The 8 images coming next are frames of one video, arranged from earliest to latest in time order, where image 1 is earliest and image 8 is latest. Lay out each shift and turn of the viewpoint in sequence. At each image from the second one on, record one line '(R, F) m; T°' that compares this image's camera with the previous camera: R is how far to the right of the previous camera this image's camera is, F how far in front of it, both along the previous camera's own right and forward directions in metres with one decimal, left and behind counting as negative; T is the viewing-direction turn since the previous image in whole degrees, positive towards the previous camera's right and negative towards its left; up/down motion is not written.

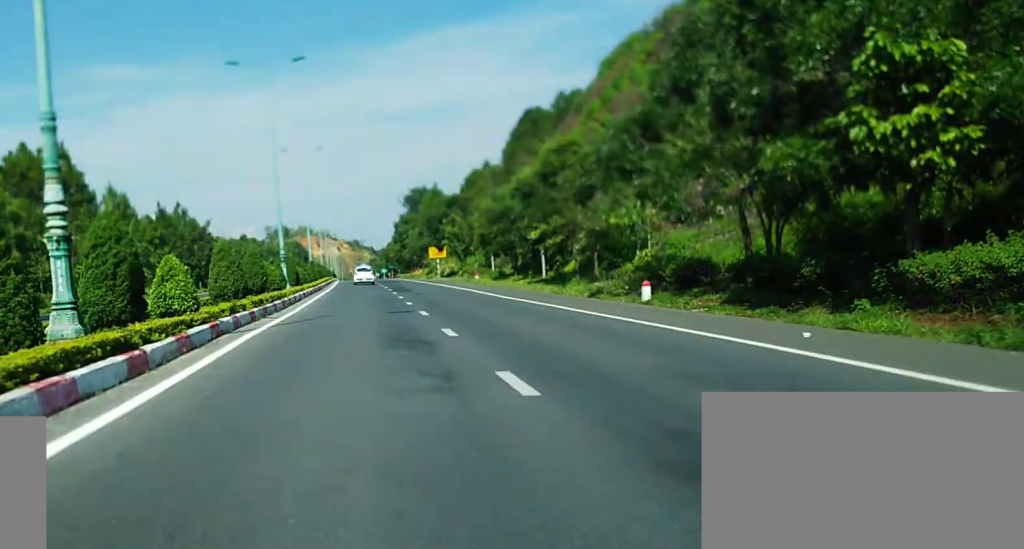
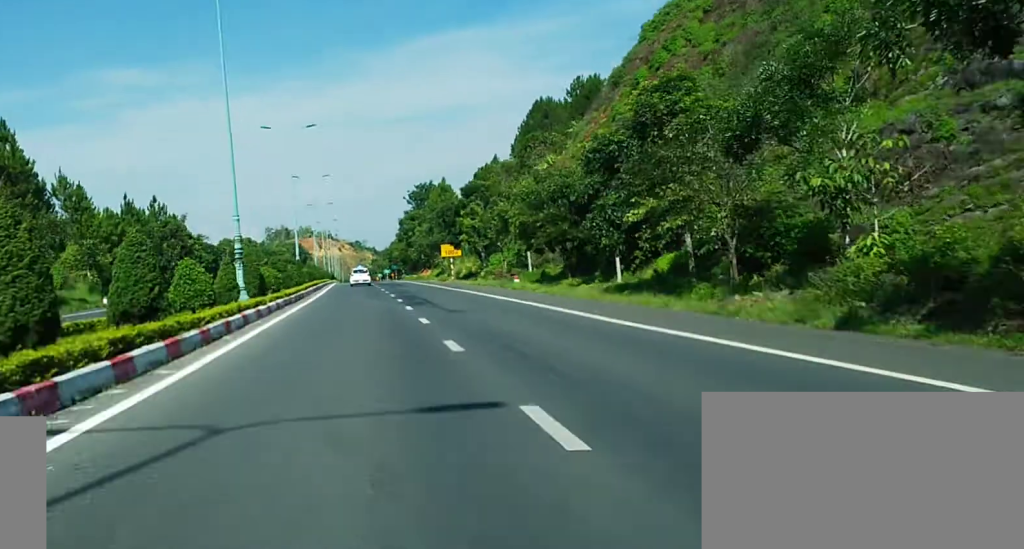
(0.0, +18.5) m; 0°
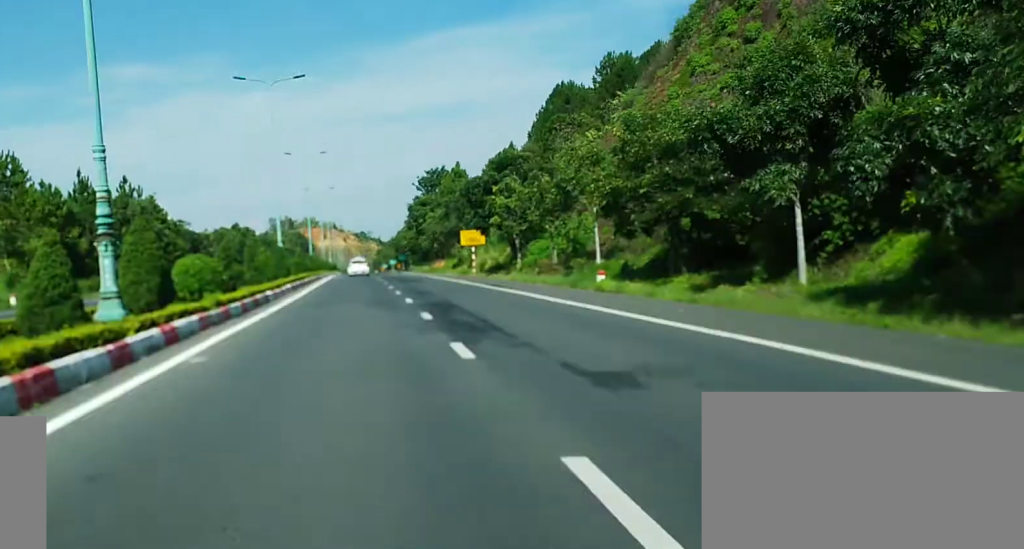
(+0.1, +18.4) m; -1°
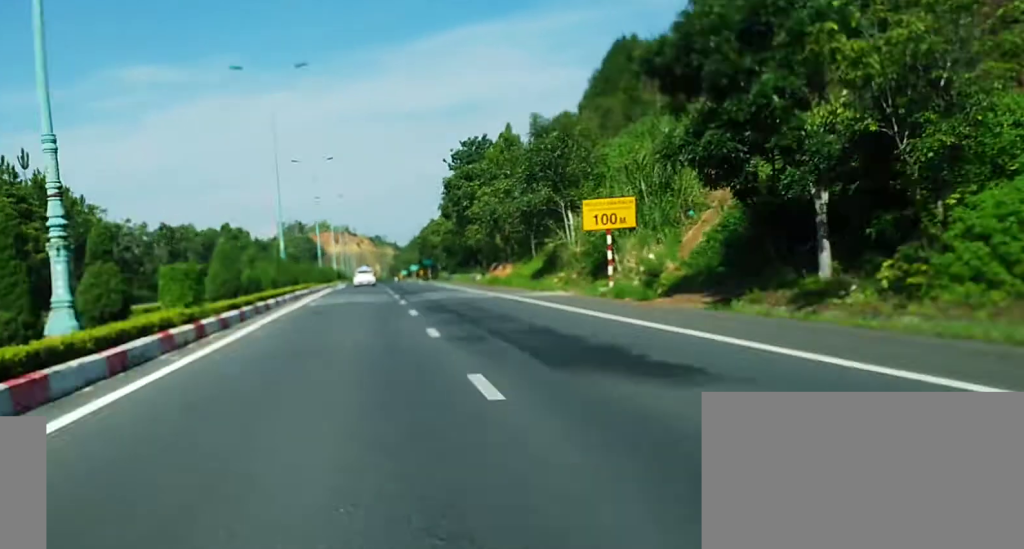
(-1.1, +43.0) m; -2°
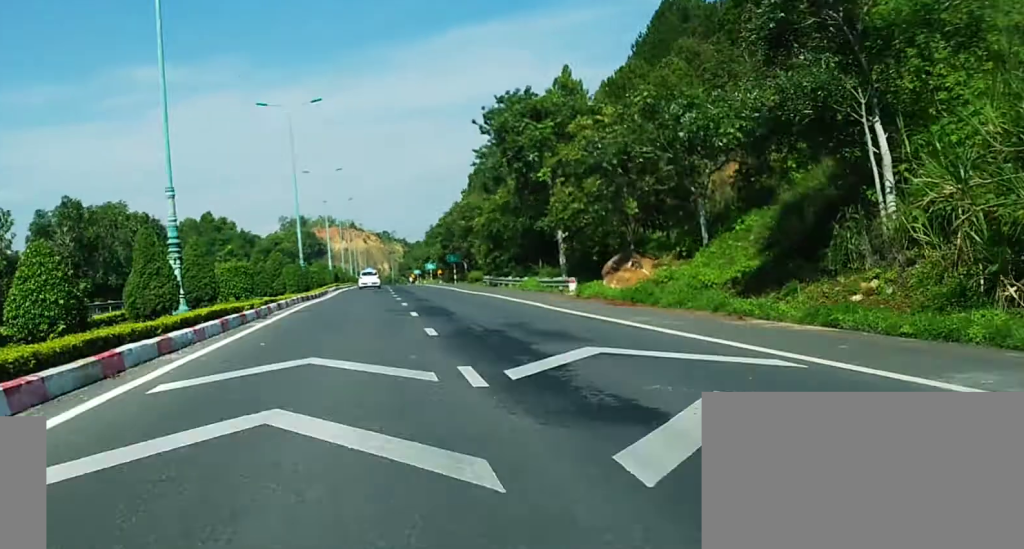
(-0.1, +31.0) m; 0°
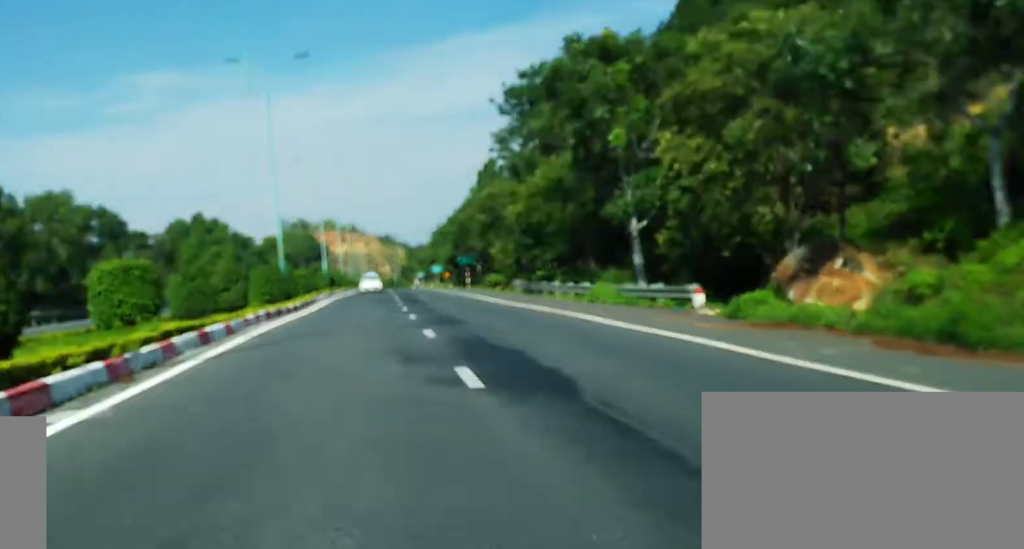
(0.0, +15.6) m; 0°
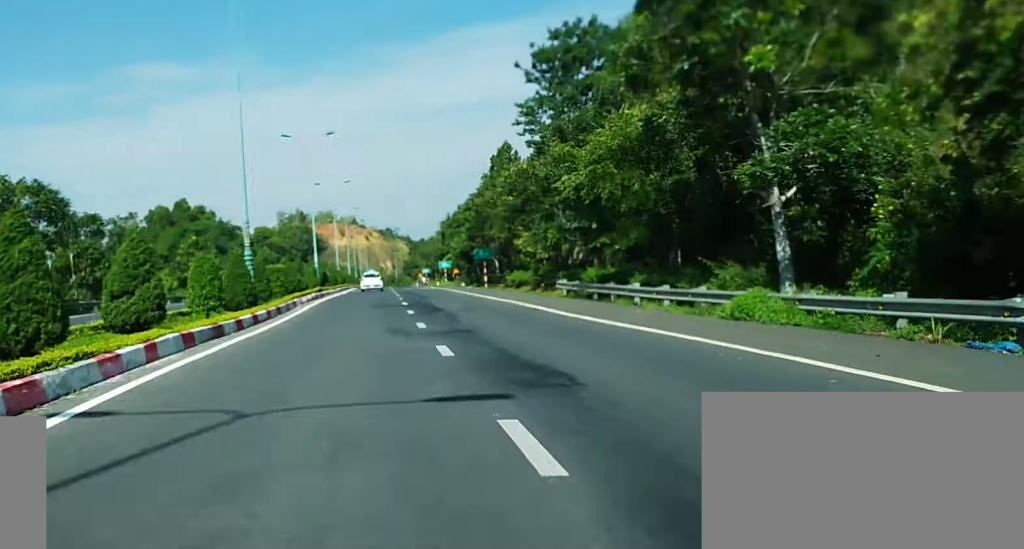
(0.0, +12.4) m; 0°
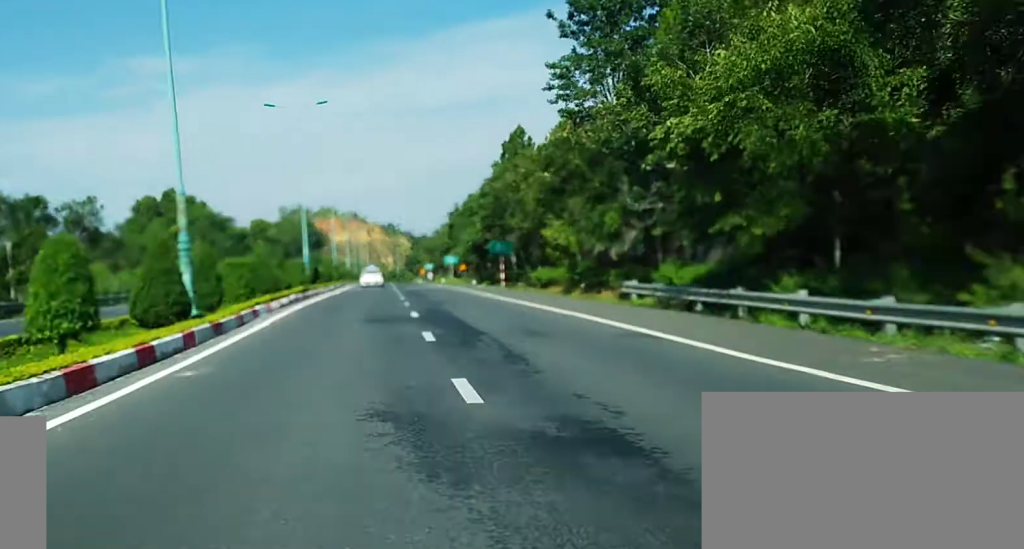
(0.0, +12.4) m; 0°
